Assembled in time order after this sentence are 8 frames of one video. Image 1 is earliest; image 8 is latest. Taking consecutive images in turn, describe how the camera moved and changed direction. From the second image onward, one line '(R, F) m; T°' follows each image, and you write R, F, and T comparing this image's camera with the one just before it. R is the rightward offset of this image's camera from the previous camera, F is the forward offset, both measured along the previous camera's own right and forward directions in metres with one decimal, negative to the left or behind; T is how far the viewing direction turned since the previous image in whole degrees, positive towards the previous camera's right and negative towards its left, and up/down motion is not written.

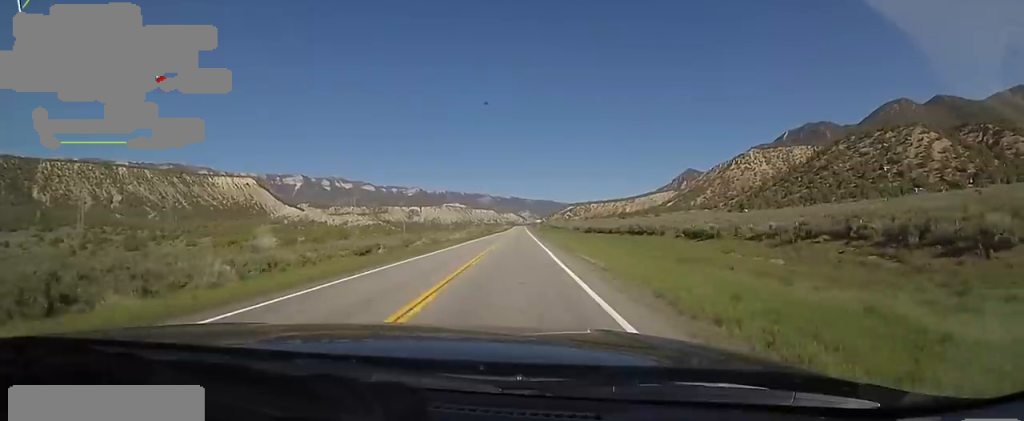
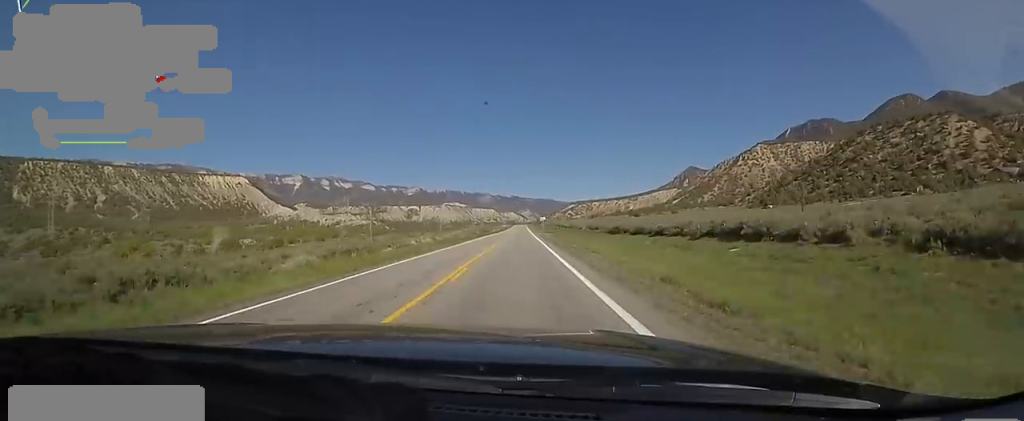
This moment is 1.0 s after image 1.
(-0.1, +31.1) m; +1°
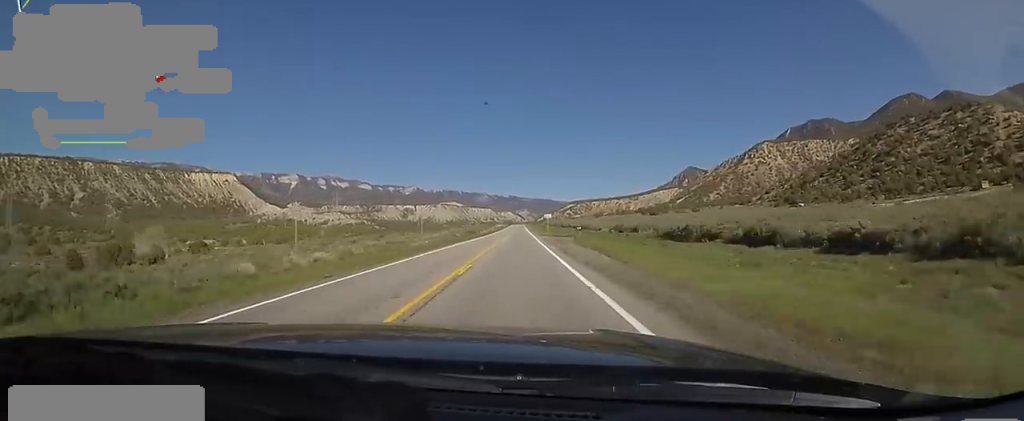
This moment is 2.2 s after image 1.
(+0.7, +35.4) m; 0°
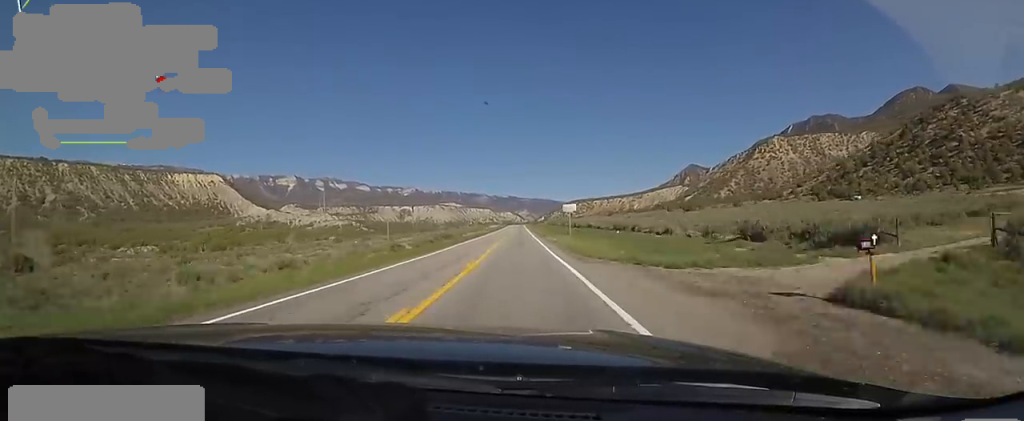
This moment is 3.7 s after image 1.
(+0.3, +45.4) m; 0°
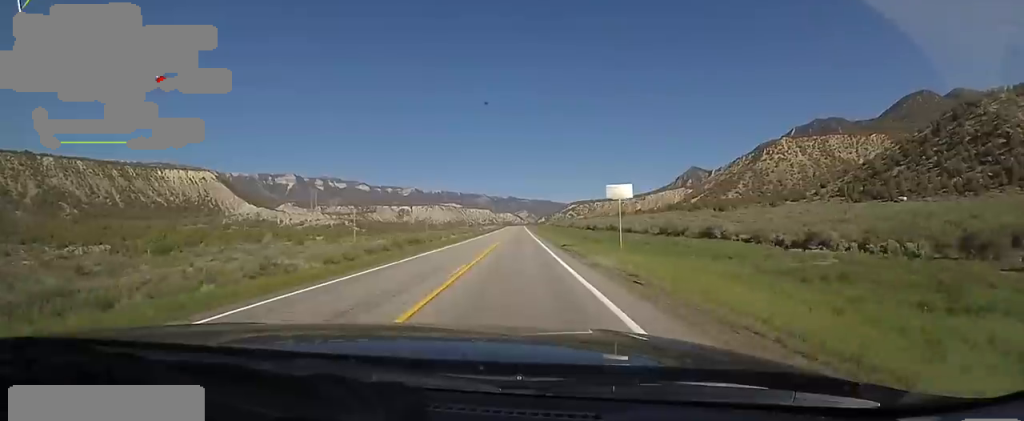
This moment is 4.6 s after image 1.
(-0.3, +27.3) m; -2°
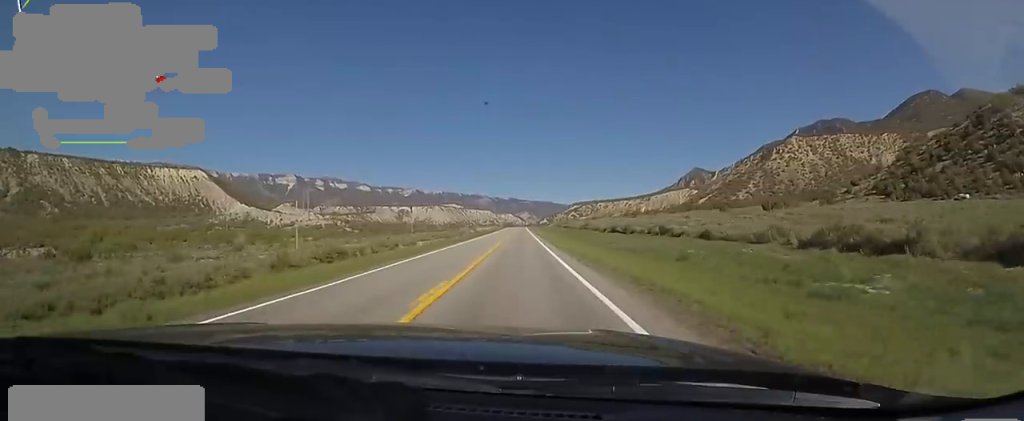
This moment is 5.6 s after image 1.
(-0.7, +29.3) m; 0°
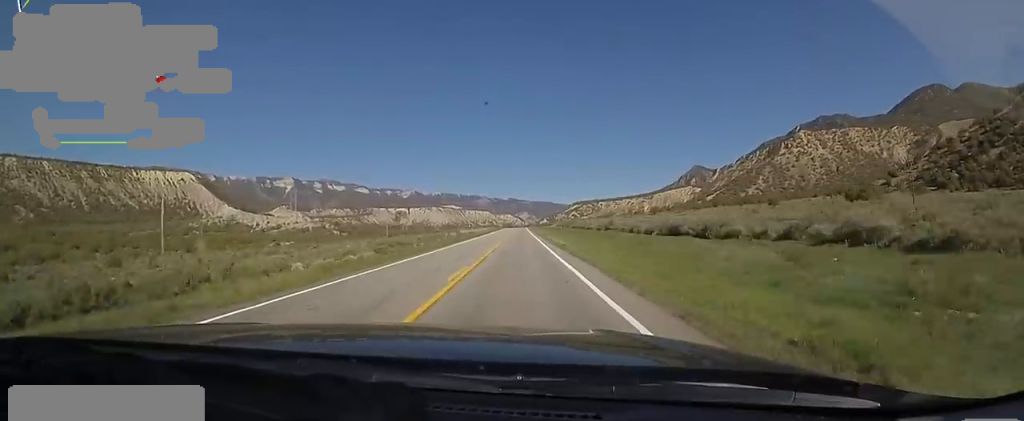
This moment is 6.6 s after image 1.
(+0.7, +32.3) m; +1°
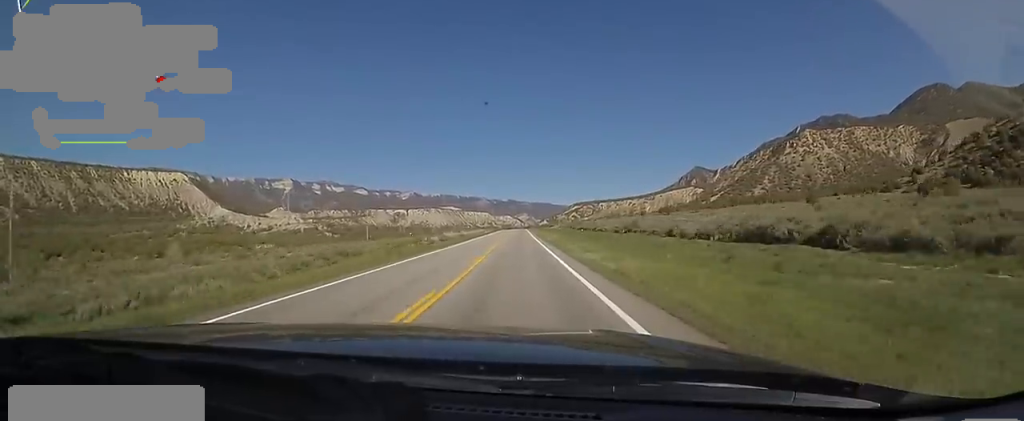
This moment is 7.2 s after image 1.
(+0.3, +18.2) m; 0°
